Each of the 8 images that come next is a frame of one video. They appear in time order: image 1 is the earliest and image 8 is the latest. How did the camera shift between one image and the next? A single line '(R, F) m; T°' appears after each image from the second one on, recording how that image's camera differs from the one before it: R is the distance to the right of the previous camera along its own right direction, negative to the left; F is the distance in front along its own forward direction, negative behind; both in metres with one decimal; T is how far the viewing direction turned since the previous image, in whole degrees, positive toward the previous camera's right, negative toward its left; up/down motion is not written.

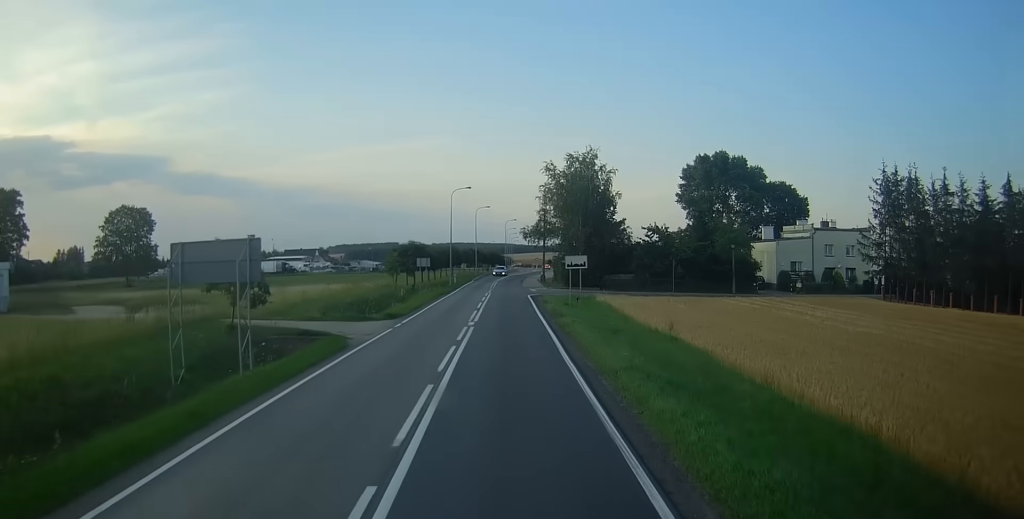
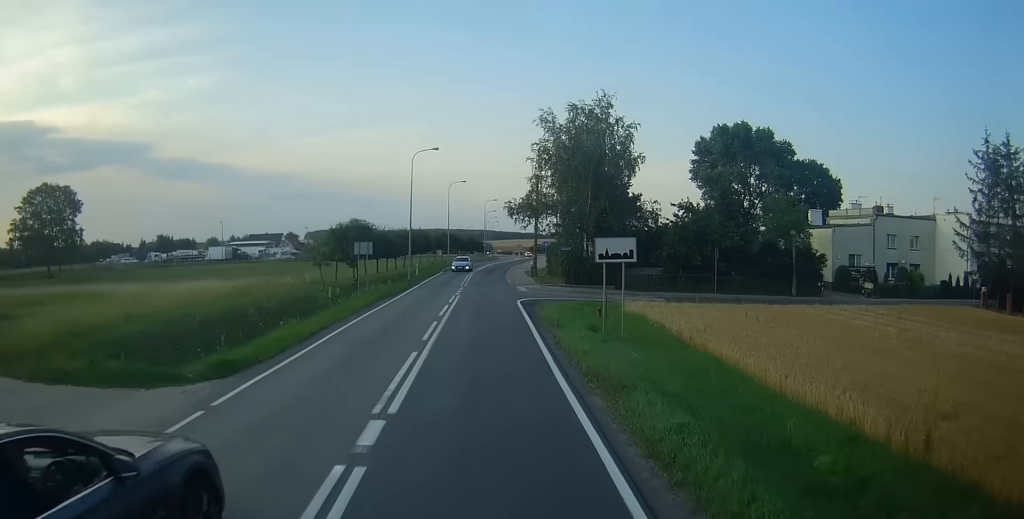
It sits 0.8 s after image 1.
(+0.1, +16.5) m; 0°
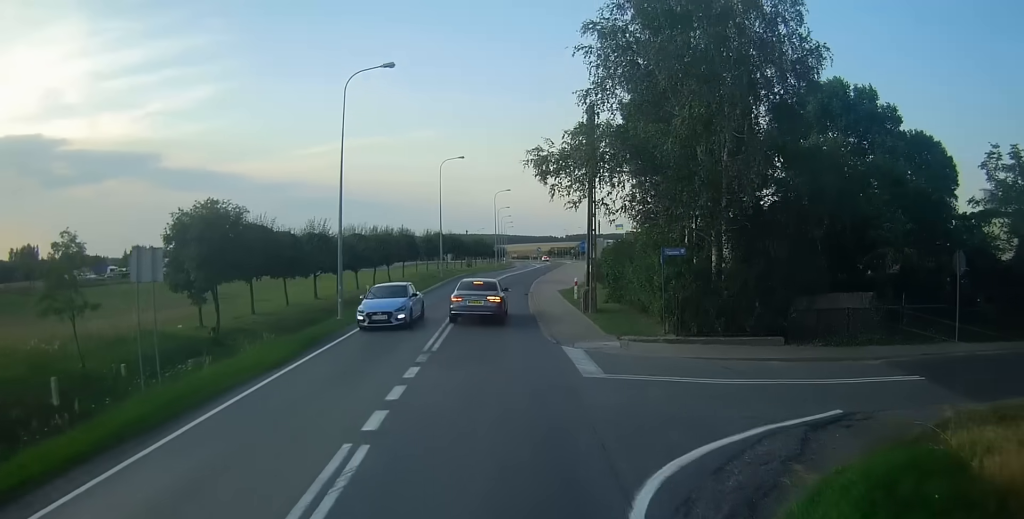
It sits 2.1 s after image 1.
(-0.2, +24.4) m; -1°
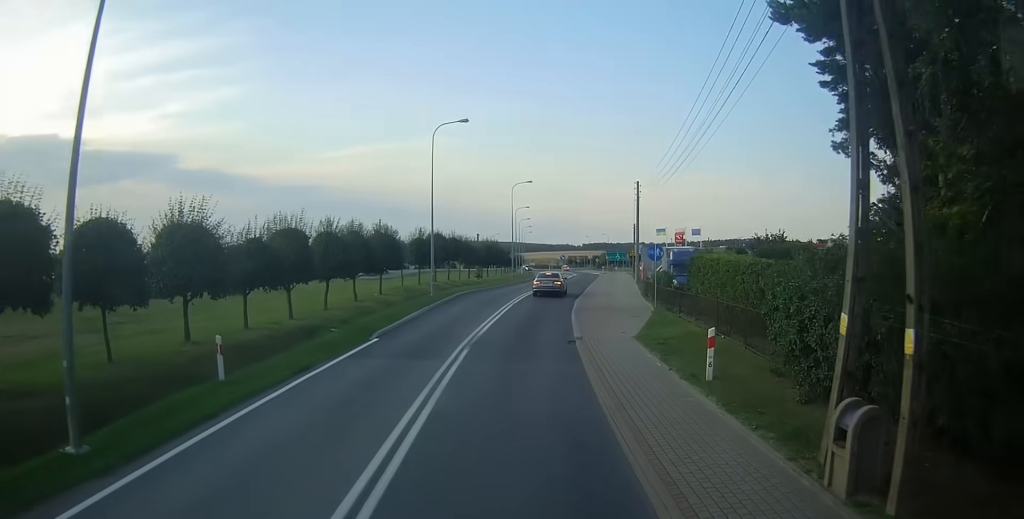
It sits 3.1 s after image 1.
(-0.1, +18.5) m; +1°
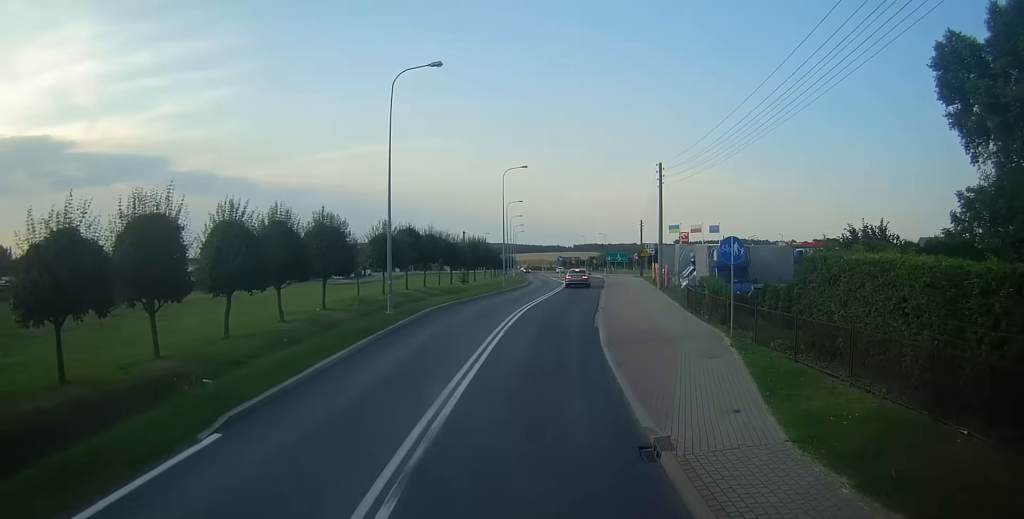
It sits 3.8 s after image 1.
(+0.1, +12.0) m; +2°
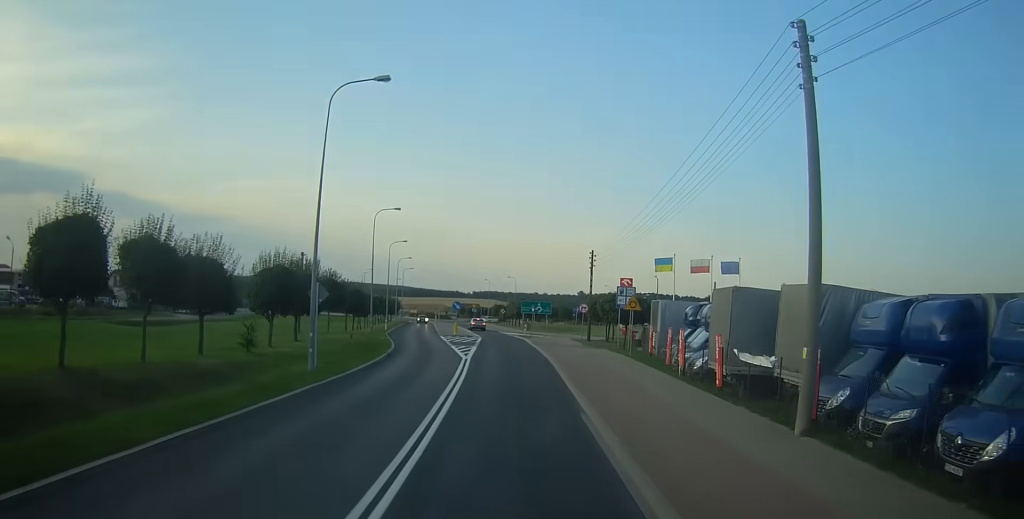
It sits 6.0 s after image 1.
(+2.2, +34.4) m; +6°
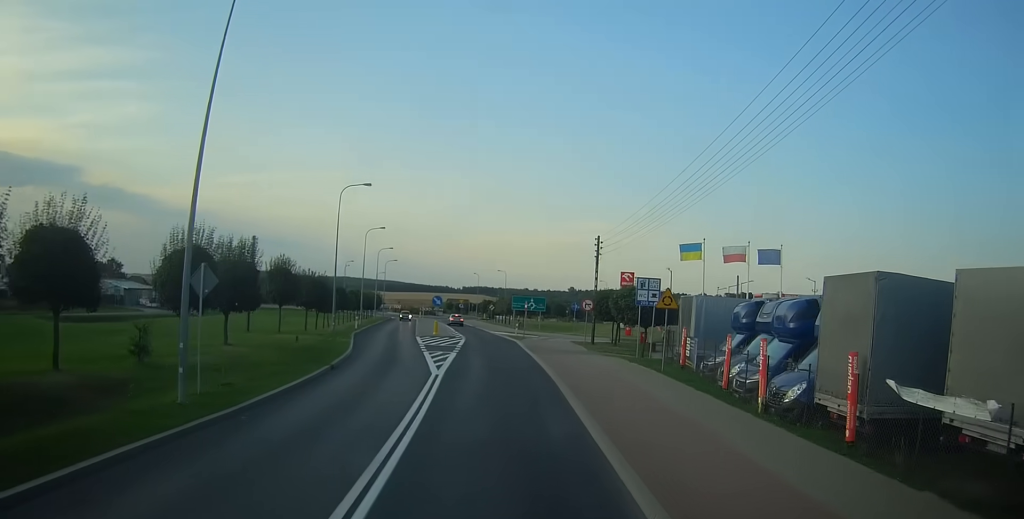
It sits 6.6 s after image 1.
(+0.1, +9.0) m; +1°
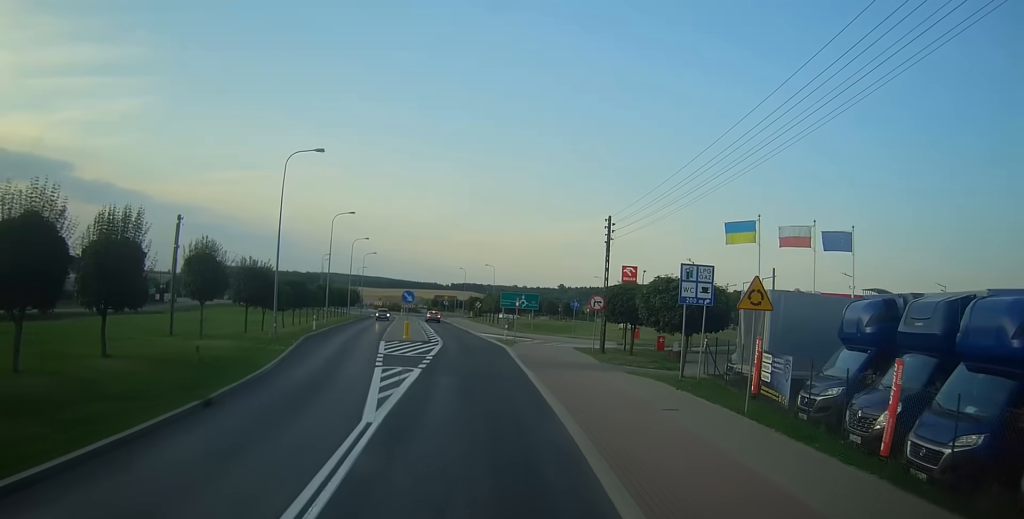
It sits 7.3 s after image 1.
(0.0, +9.8) m; -1°
